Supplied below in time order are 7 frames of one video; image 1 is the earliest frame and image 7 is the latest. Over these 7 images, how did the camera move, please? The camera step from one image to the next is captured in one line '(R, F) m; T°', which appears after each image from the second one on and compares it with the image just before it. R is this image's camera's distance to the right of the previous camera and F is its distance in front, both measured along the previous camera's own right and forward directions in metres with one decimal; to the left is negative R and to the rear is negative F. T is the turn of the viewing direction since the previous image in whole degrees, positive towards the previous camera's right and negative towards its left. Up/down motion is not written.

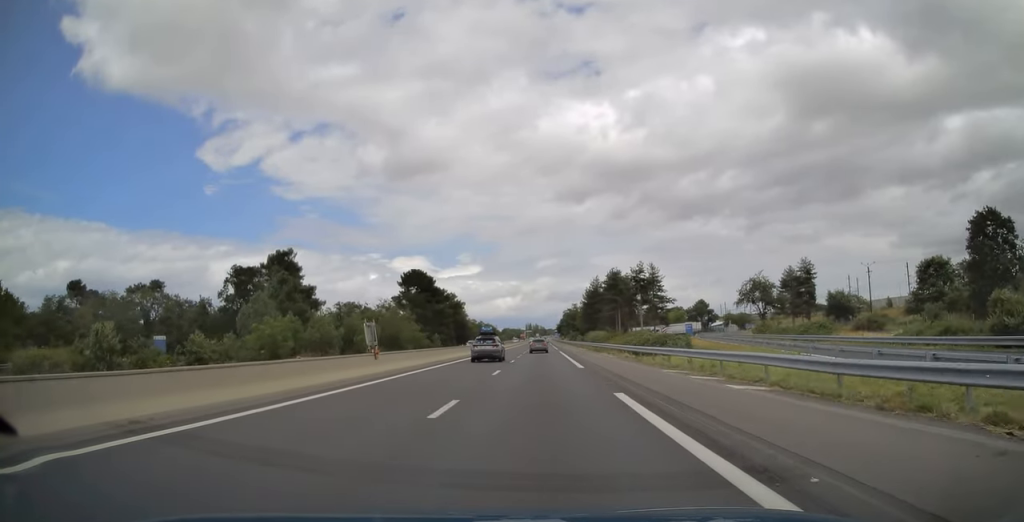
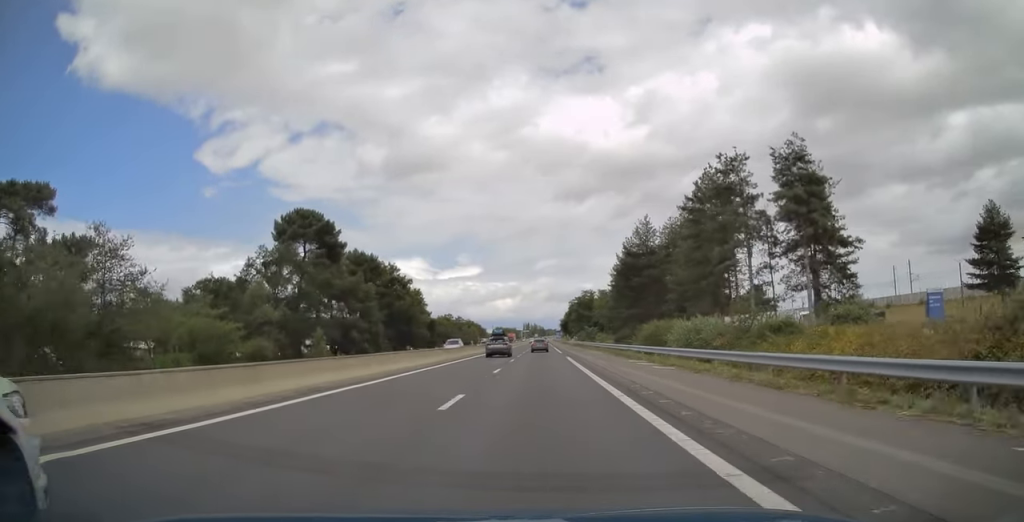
(+0.1, +76.3) m; 0°
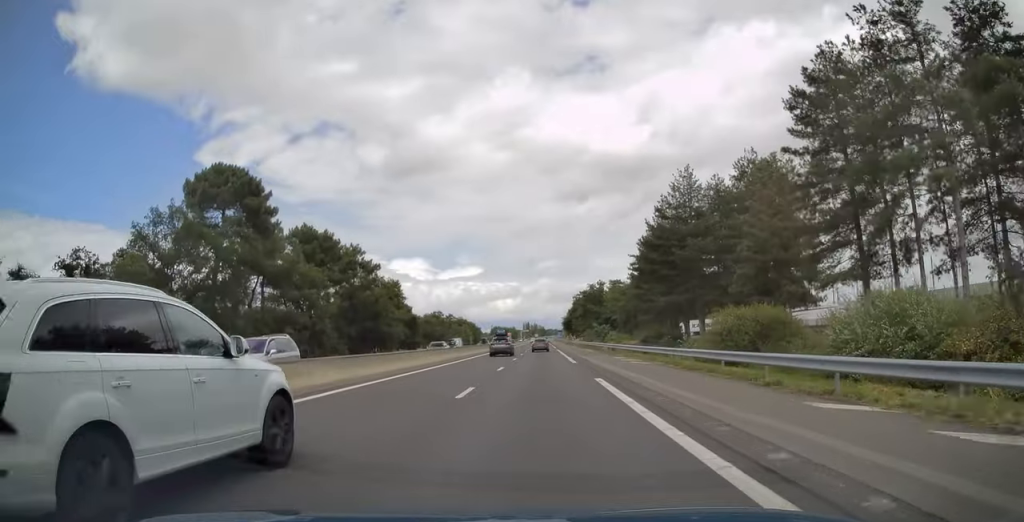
(-0.1, +23.7) m; 0°
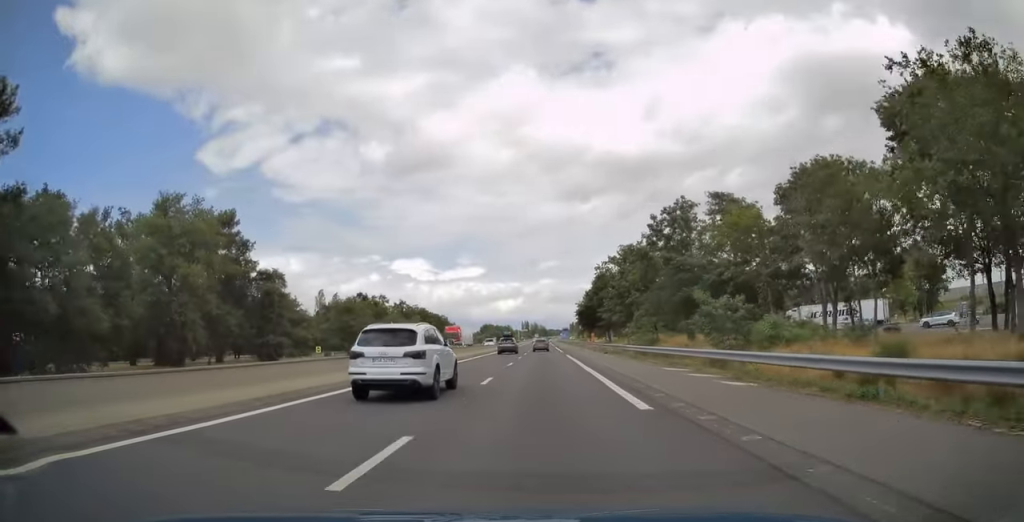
(+0.2, +73.7) m; 0°
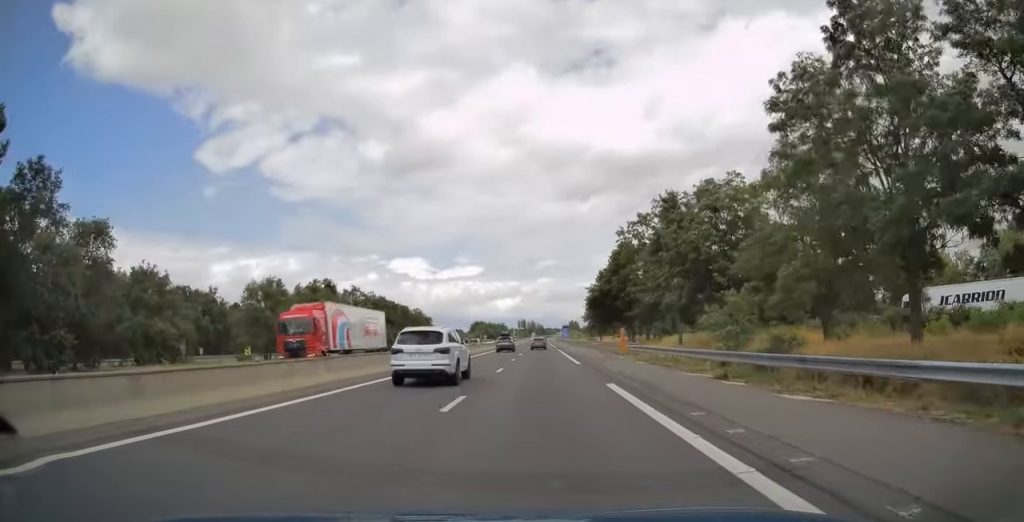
(0.0, +33.3) m; 0°
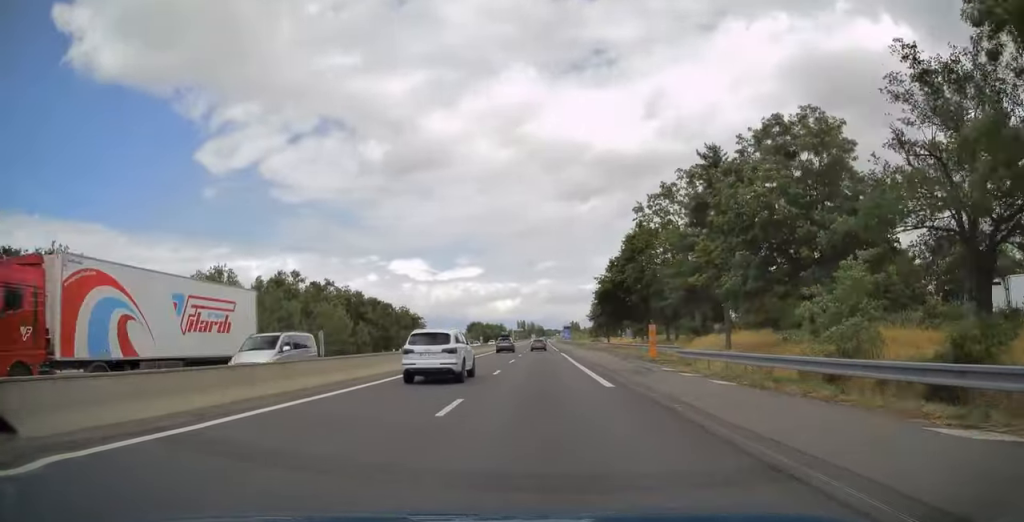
(0.0, +13.4) m; 0°
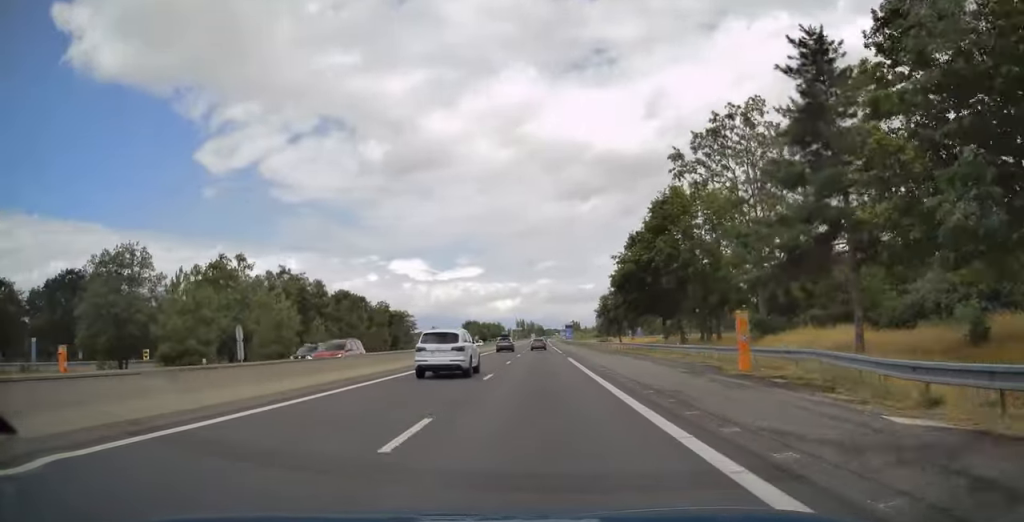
(0.0, +16.6) m; 0°
